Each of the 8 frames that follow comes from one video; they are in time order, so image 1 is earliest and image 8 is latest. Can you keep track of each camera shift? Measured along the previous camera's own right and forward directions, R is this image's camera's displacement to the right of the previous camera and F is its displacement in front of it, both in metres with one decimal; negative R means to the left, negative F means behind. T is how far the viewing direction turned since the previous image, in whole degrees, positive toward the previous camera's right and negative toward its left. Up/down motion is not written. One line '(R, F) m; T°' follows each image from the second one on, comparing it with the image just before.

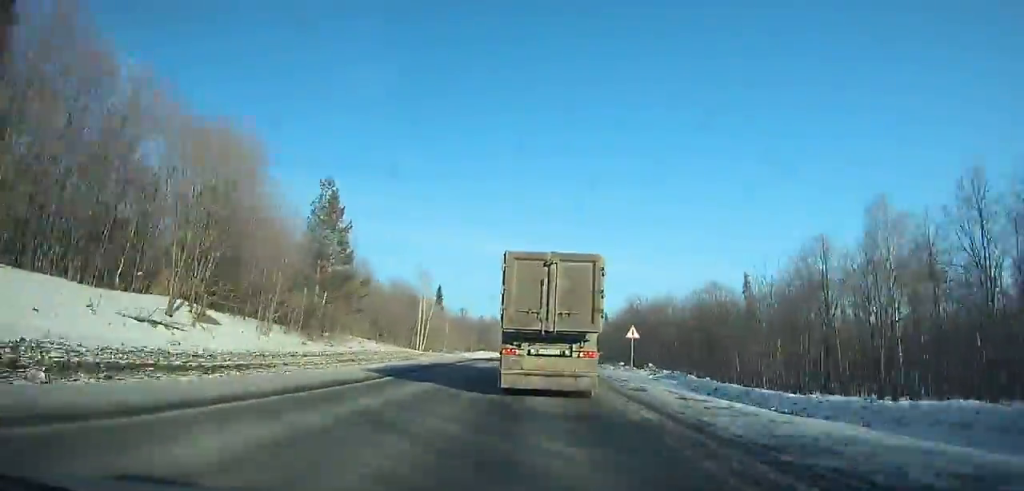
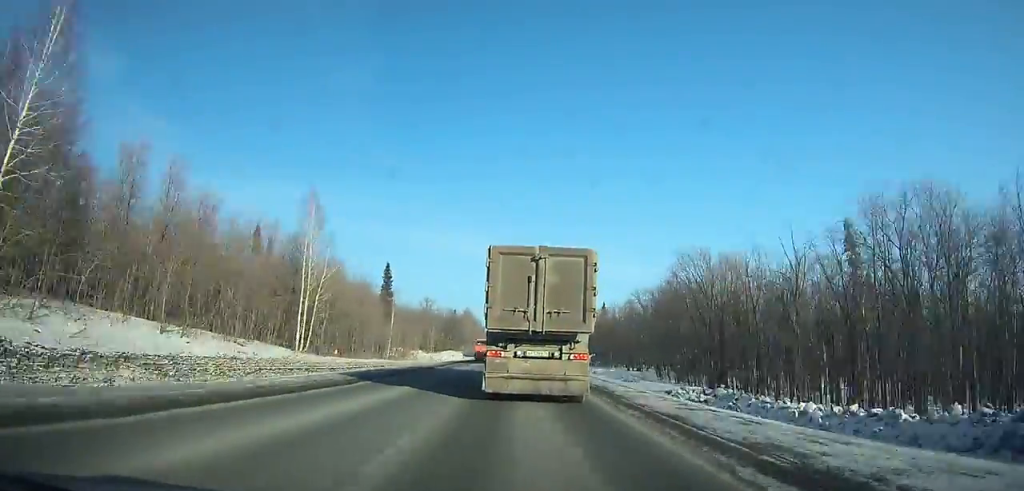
(+0.2, +42.5) m; 0°
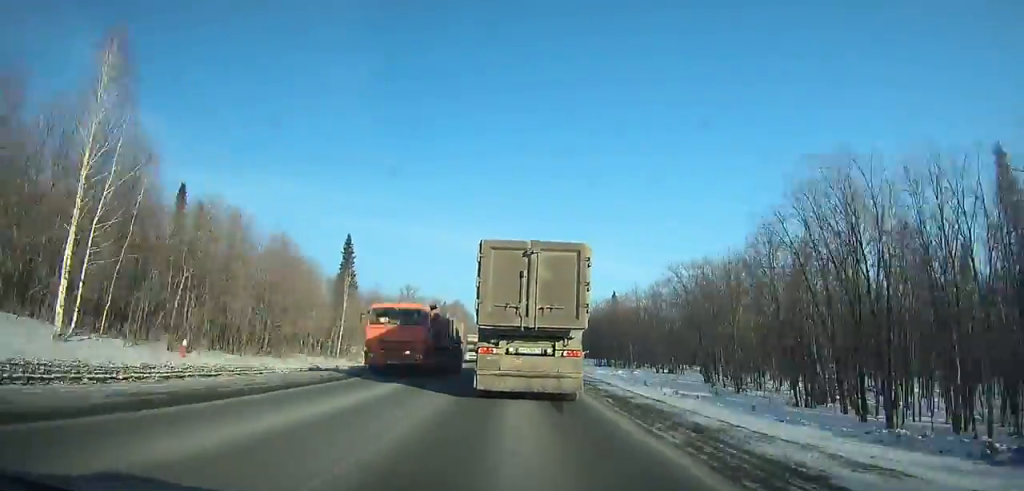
(+0.2, +27.1) m; 0°
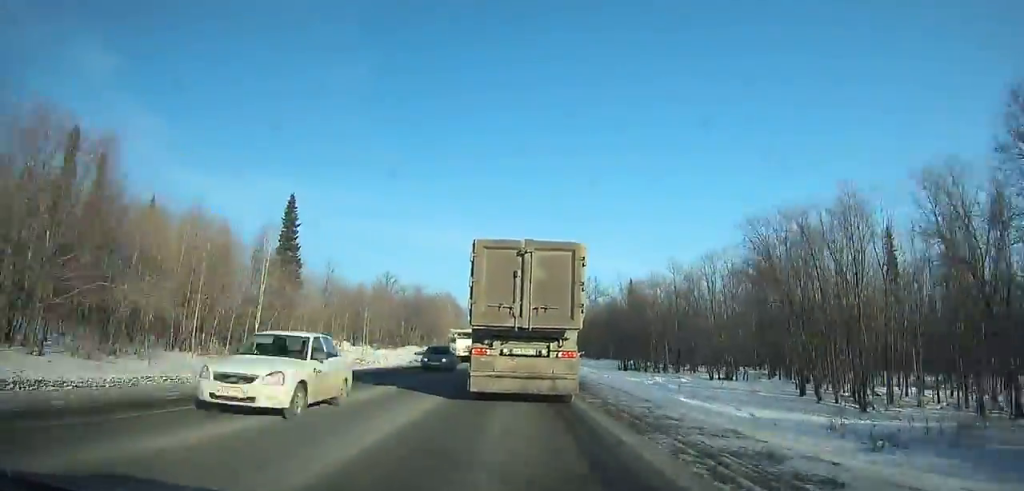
(-0.1, +25.3) m; 0°
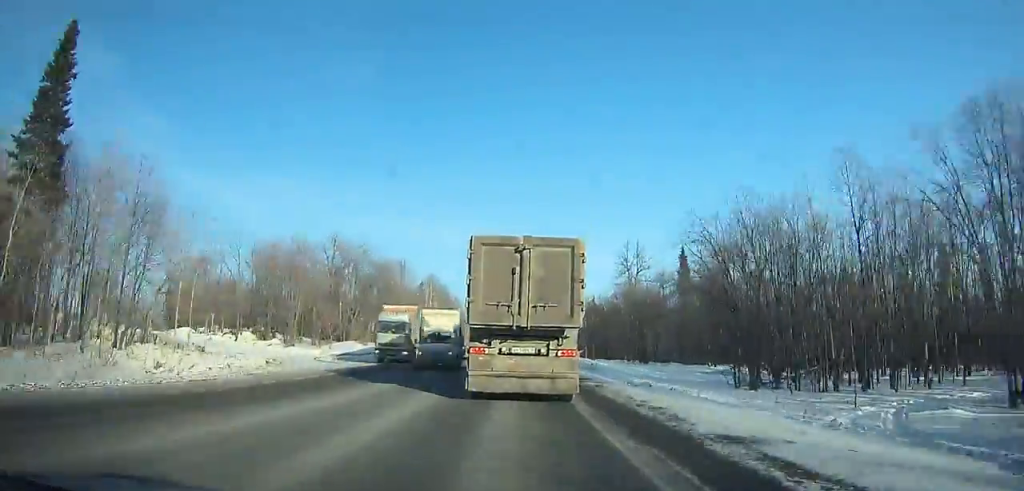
(-0.1, +42.1) m; 0°
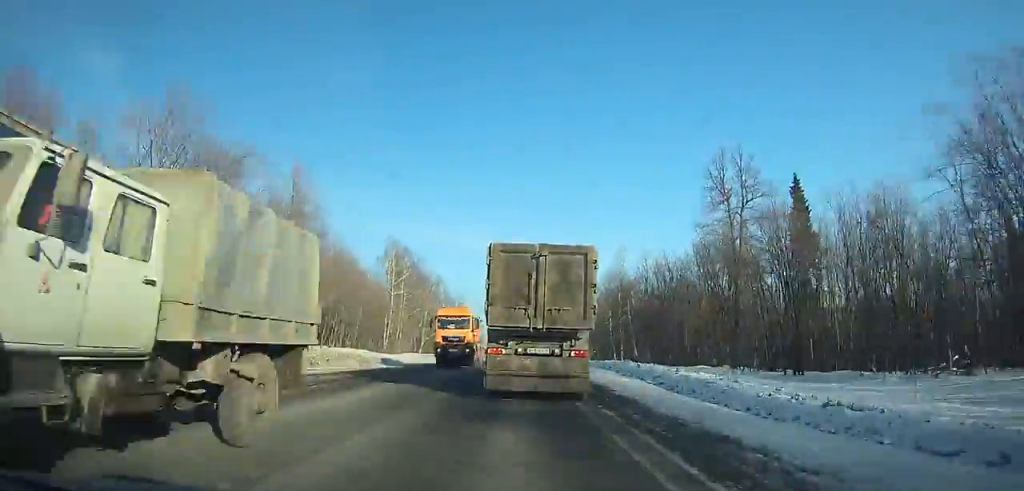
(+0.1, +42.2) m; 0°
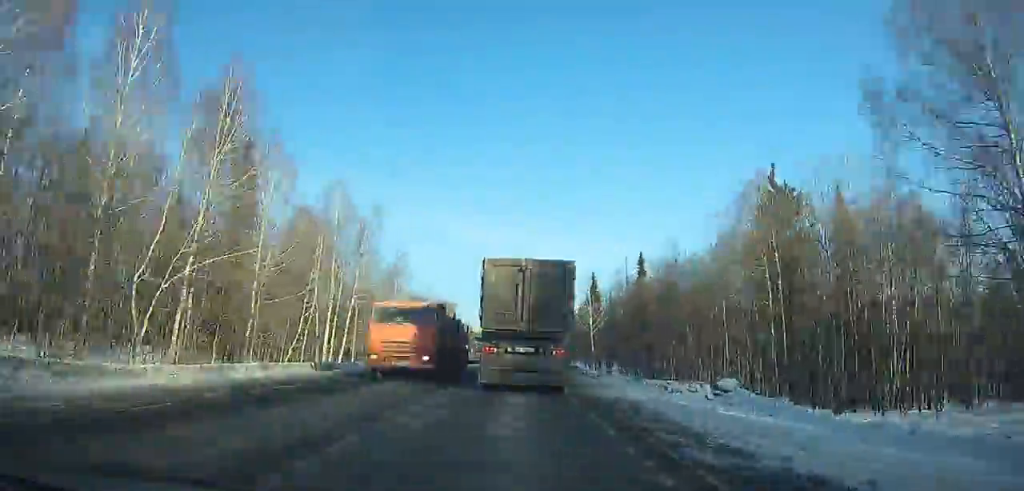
(0.0, +81.3) m; 0°
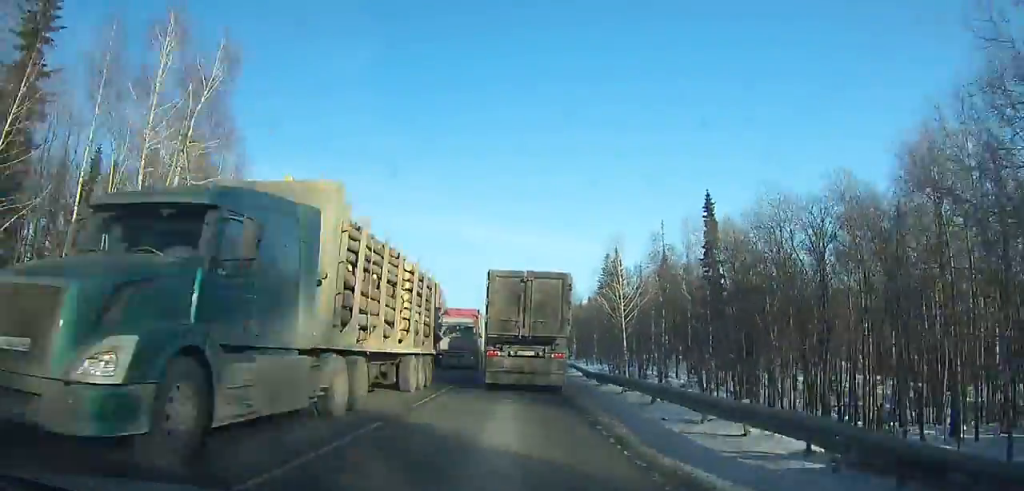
(0.0, +33.9) m; 0°
